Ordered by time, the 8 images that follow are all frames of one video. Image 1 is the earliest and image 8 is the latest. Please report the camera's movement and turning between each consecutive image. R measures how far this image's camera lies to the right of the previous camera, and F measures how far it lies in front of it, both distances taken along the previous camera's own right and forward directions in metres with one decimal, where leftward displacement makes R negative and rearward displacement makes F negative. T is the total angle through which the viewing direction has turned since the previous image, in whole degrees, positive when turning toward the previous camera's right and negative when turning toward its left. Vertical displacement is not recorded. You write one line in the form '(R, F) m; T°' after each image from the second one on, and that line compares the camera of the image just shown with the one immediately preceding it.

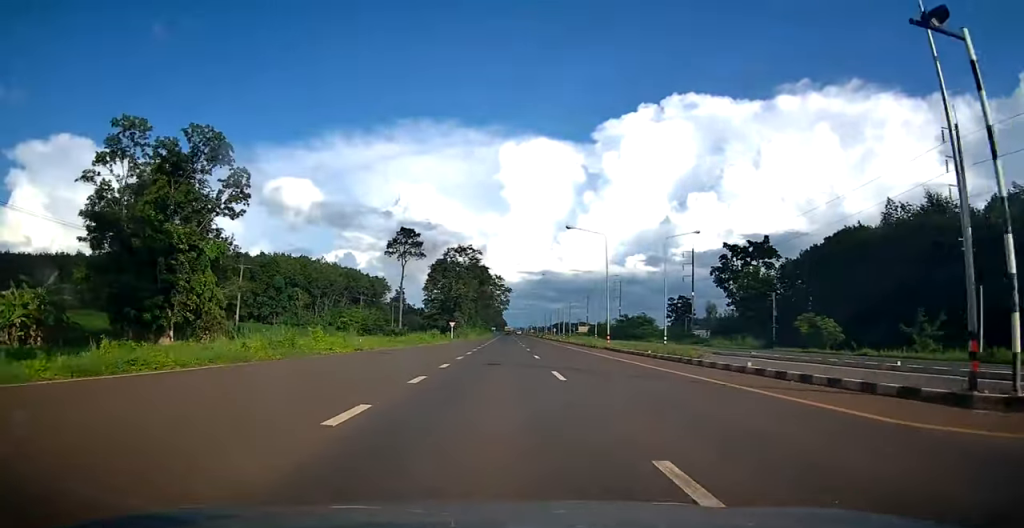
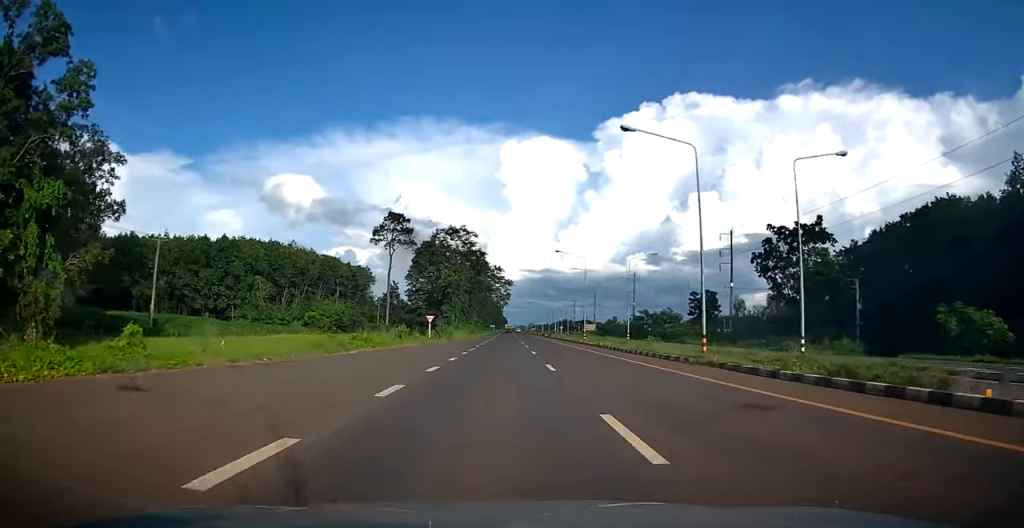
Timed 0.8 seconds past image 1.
(0.0, +21.1) m; 0°
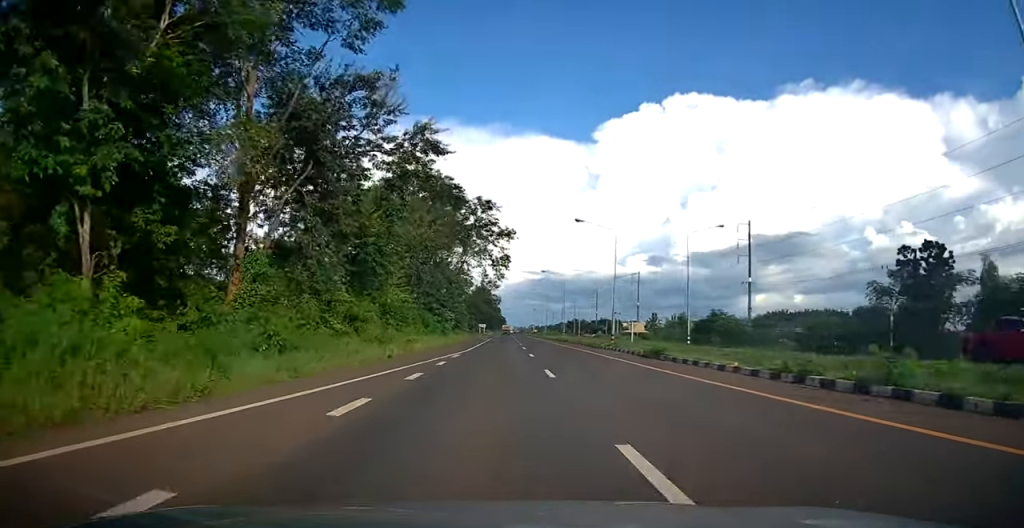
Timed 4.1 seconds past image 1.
(-0.2, +86.4) m; 0°
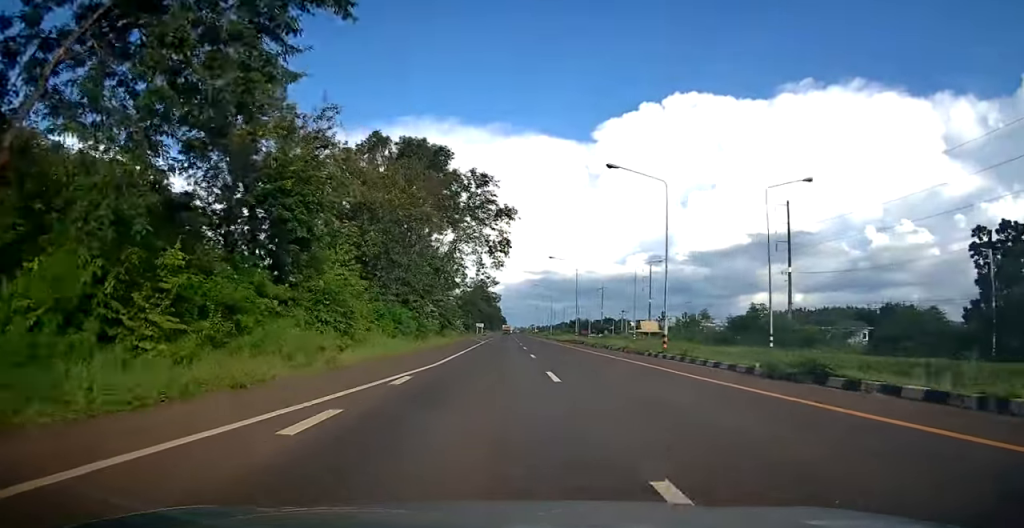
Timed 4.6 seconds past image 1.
(0.0, +13.5) m; 0°
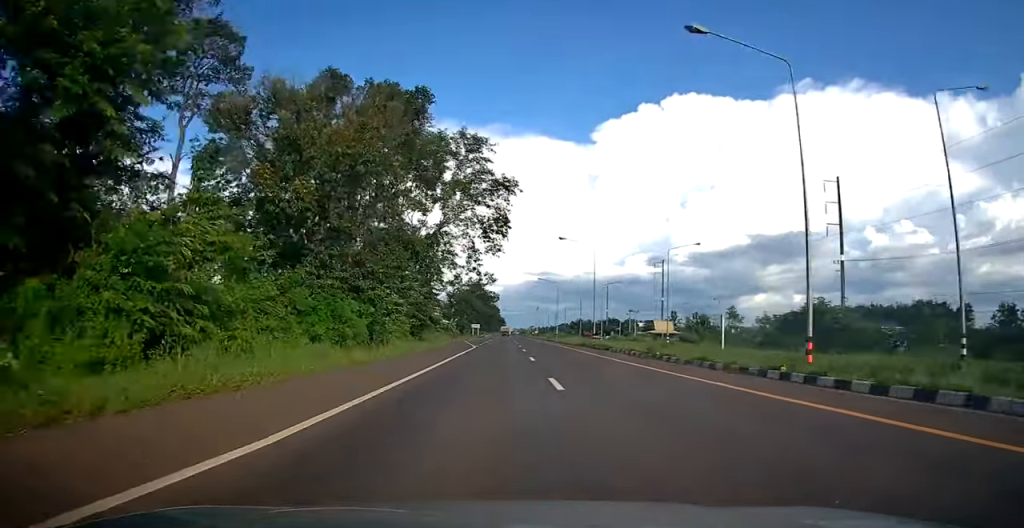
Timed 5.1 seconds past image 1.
(0.0, +13.6) m; 0°
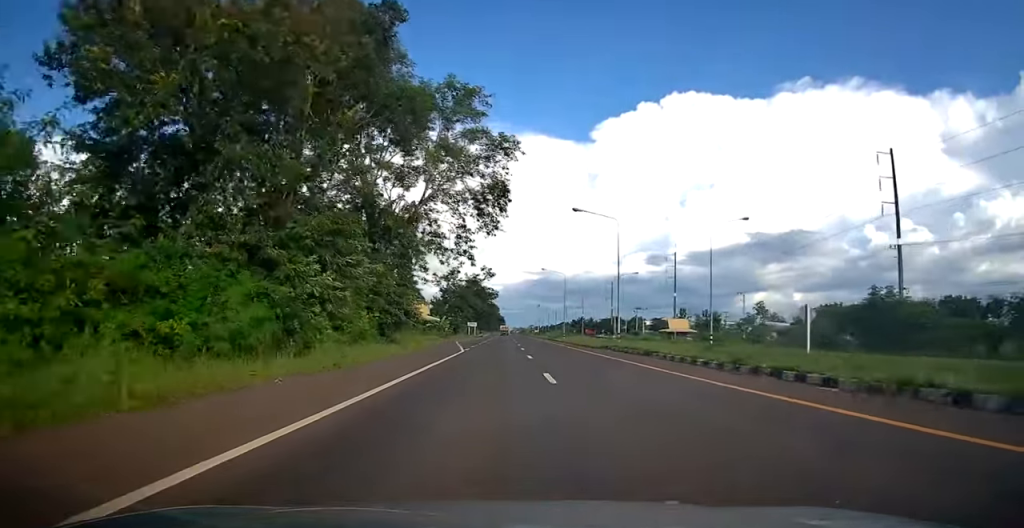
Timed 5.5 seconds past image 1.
(0.0, +10.9) m; 0°
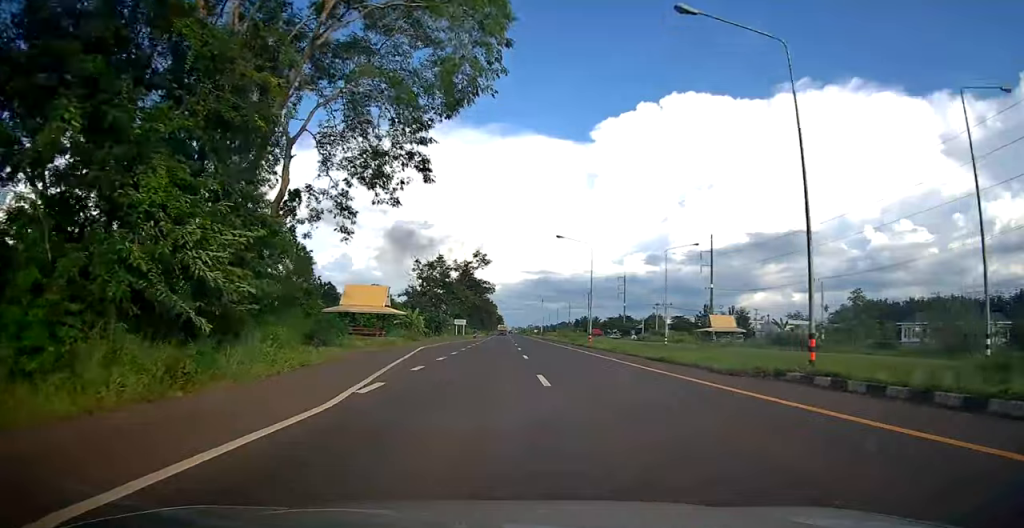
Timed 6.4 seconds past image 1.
(0.0, +24.5) m; 0°
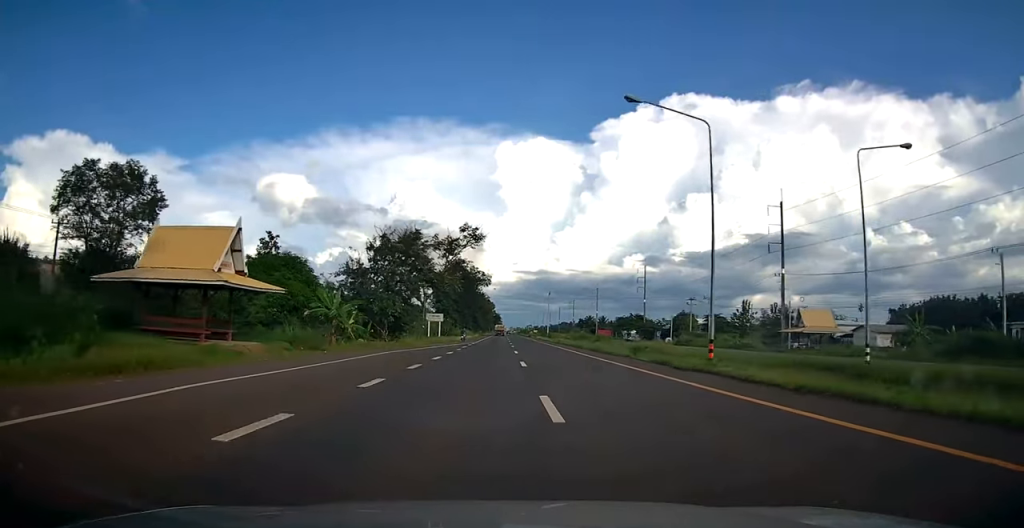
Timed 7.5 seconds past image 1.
(0.0, +28.9) m; 0°
